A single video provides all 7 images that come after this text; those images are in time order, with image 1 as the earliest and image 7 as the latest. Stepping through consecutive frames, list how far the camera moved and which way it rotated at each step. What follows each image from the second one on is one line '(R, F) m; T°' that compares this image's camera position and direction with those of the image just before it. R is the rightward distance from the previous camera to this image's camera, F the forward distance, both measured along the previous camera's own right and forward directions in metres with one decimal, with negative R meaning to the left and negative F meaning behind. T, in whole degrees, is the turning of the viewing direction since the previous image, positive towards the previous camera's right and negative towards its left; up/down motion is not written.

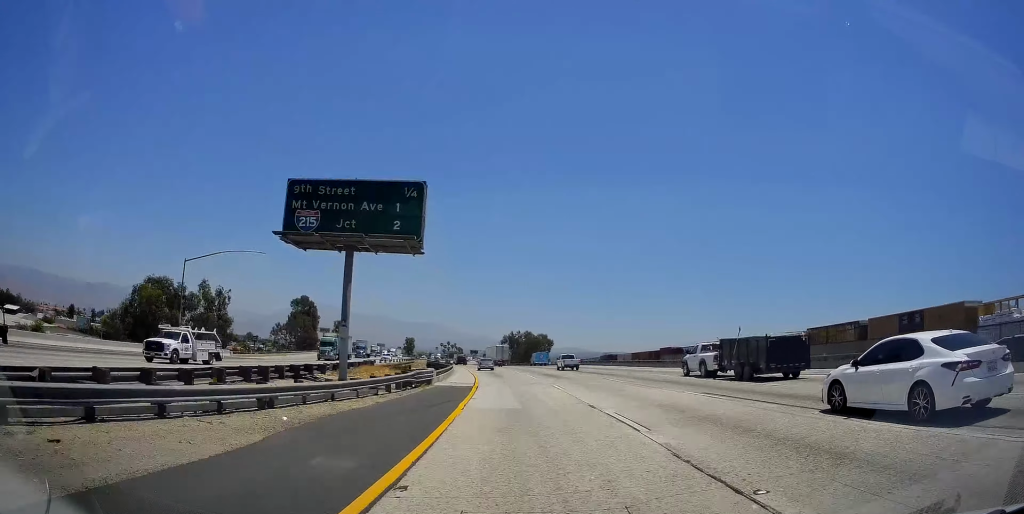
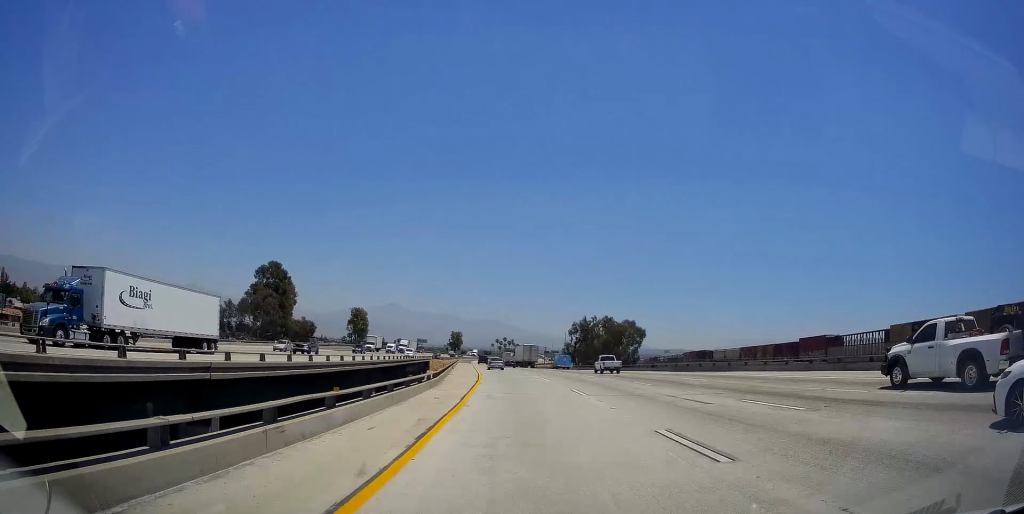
(-2.0, +61.2) m; -4°
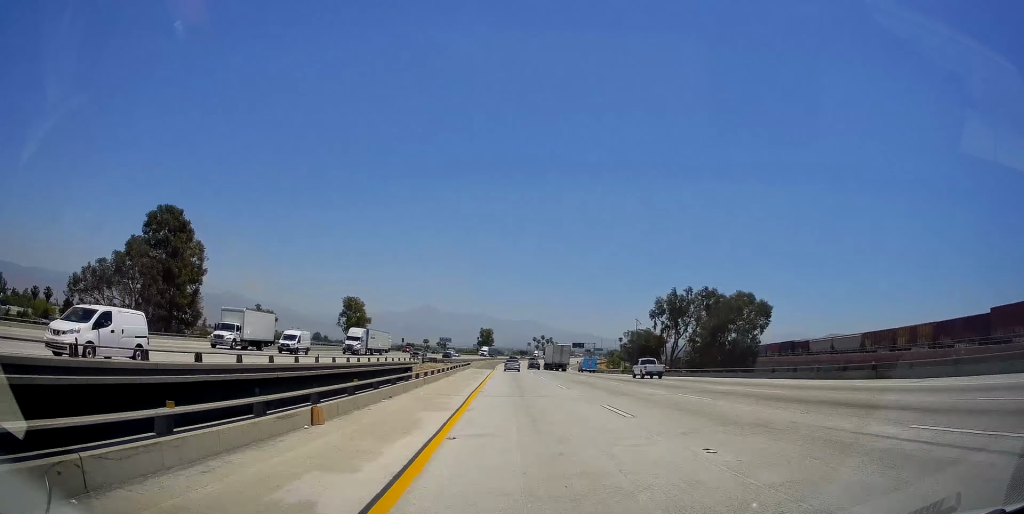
(-1.7, +51.3) m; -3°
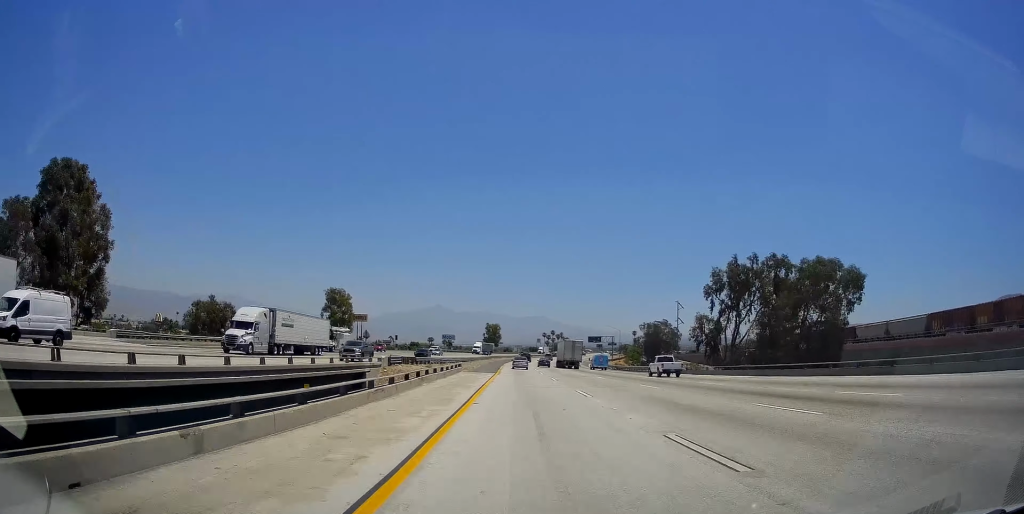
(-0.3, +22.1) m; -1°
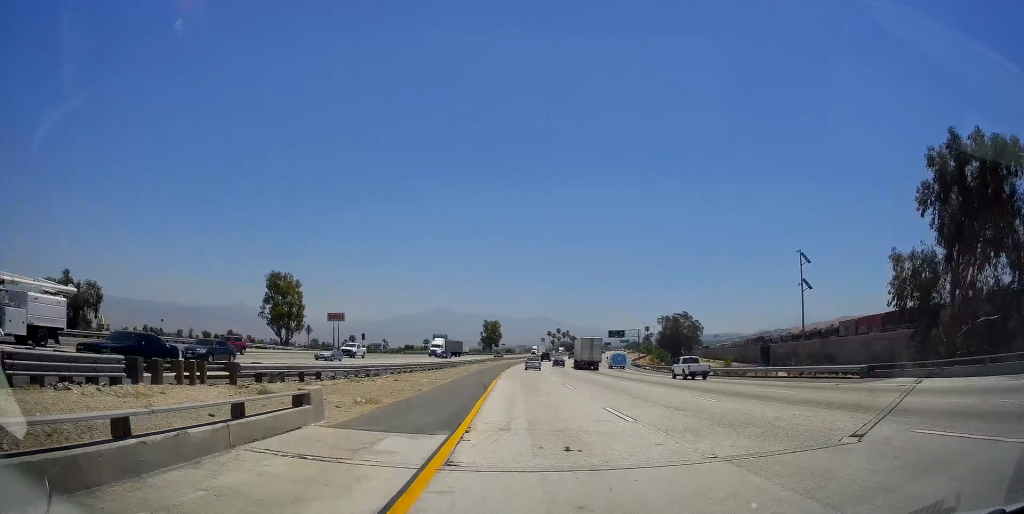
(-0.3, +36.5) m; -1°
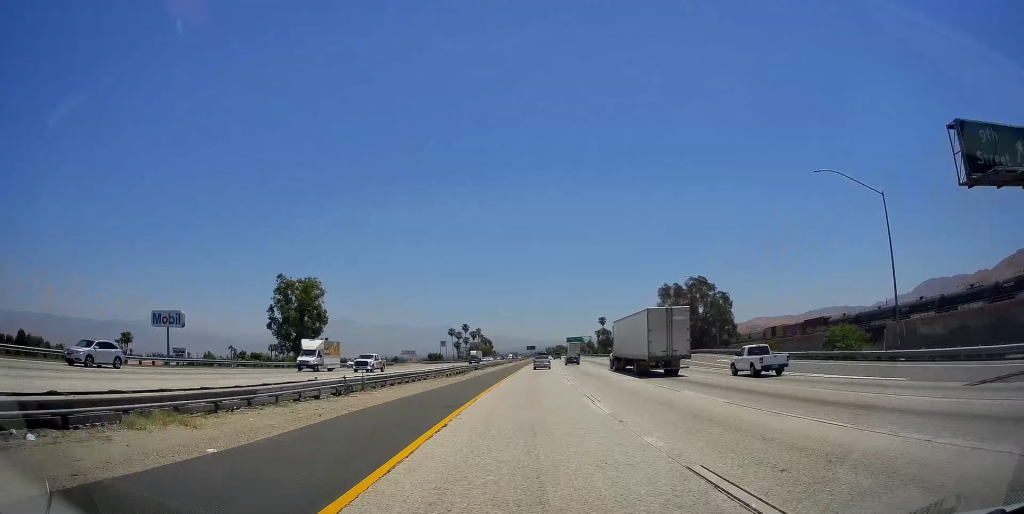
(+4.4, +141.8) m; +6°
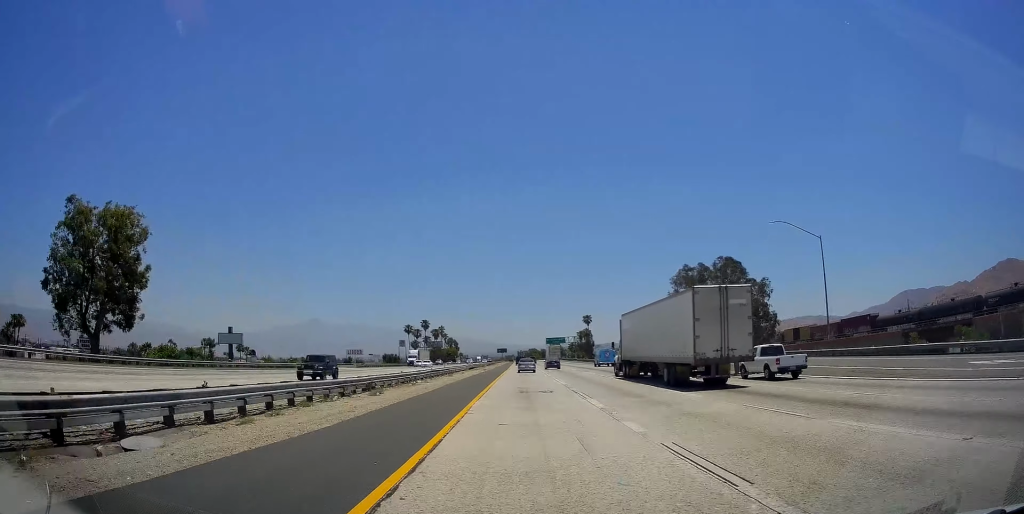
(+1.5, +42.2) m; +3°
